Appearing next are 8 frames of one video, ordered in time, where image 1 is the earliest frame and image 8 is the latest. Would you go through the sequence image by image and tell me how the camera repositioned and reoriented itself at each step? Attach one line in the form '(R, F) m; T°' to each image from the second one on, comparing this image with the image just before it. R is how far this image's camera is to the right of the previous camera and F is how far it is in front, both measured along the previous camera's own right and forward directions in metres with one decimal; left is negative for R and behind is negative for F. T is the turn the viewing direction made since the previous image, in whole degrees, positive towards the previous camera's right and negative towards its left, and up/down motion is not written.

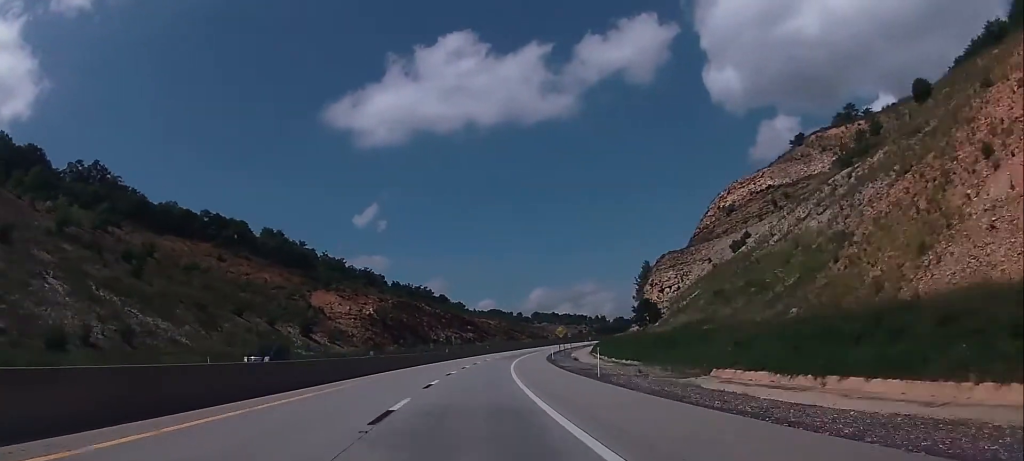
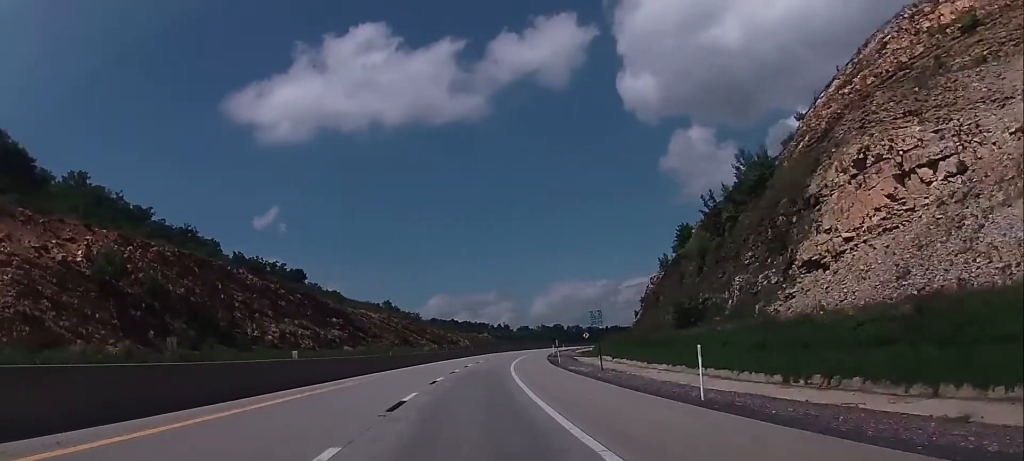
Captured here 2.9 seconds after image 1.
(+6.9, +95.9) m; +8°
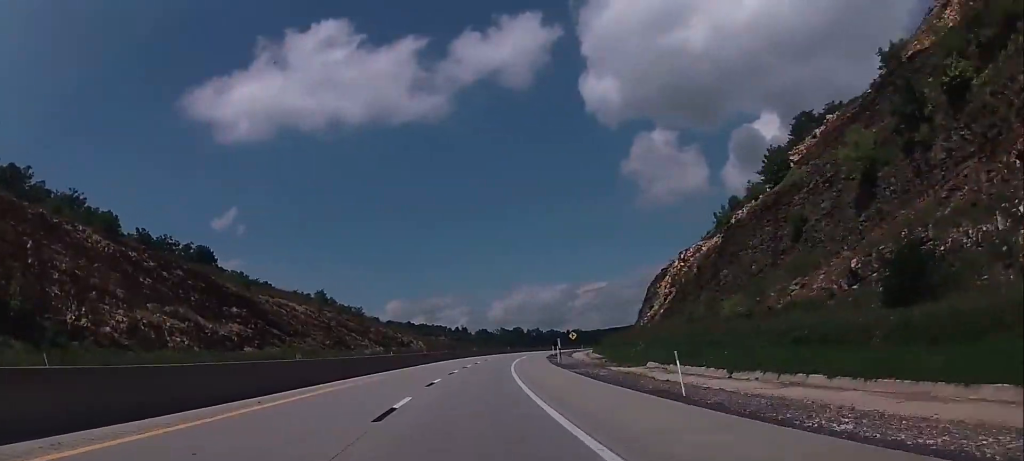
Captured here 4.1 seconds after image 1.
(+1.3, +39.3) m; +4°
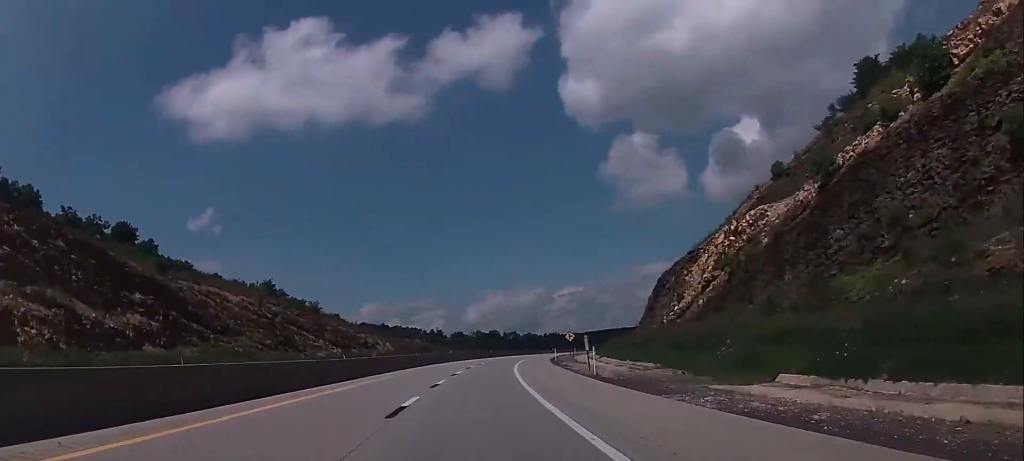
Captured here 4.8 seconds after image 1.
(+0.6, +26.2) m; +3°
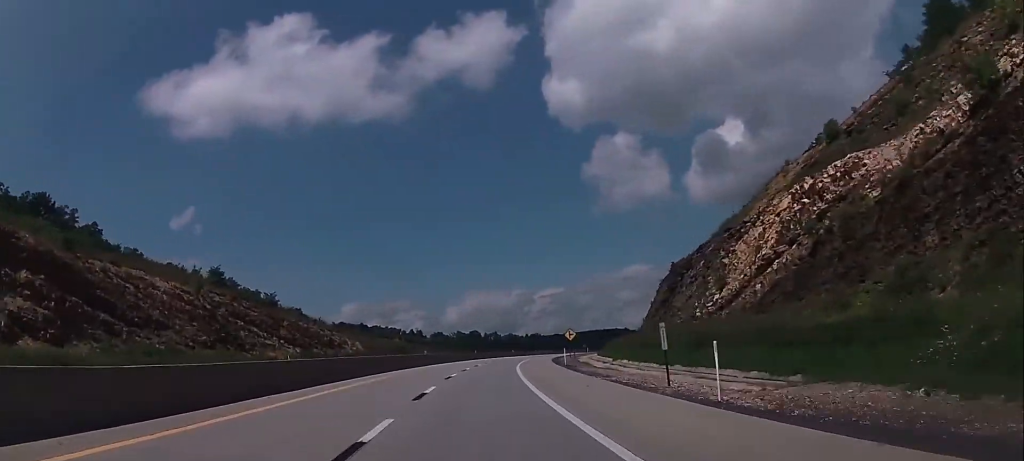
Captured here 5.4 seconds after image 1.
(+0.2, +21.4) m; +3°
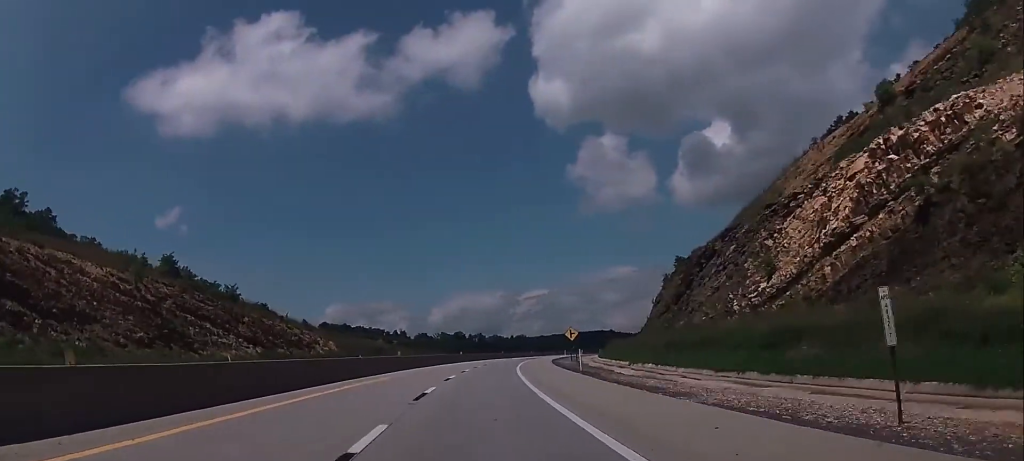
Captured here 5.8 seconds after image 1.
(+0.5, +17.1) m; +1°
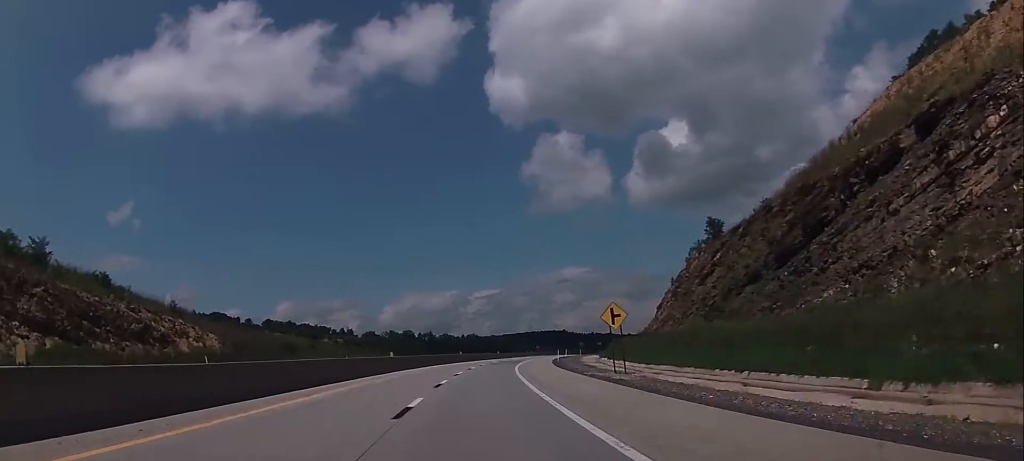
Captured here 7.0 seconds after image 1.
(+1.9, +52.6) m; +4°
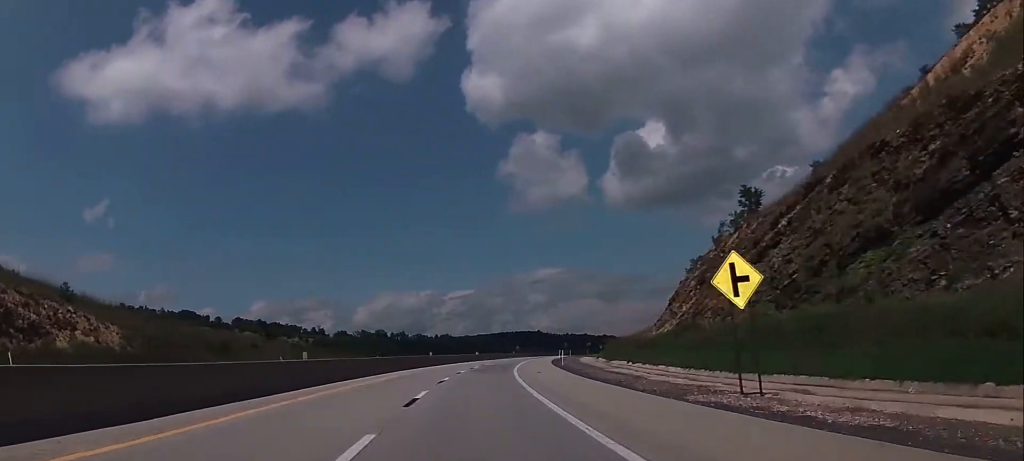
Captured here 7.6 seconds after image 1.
(+0.3, +25.5) m; +3°
